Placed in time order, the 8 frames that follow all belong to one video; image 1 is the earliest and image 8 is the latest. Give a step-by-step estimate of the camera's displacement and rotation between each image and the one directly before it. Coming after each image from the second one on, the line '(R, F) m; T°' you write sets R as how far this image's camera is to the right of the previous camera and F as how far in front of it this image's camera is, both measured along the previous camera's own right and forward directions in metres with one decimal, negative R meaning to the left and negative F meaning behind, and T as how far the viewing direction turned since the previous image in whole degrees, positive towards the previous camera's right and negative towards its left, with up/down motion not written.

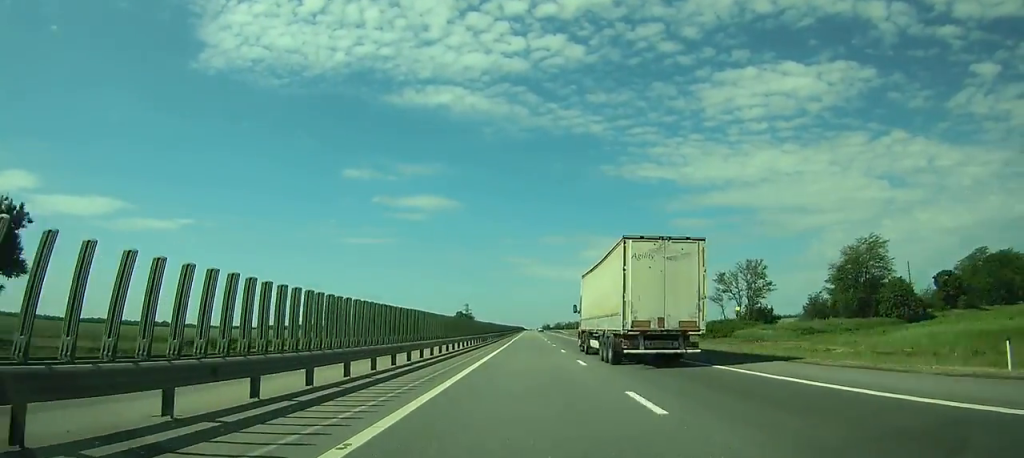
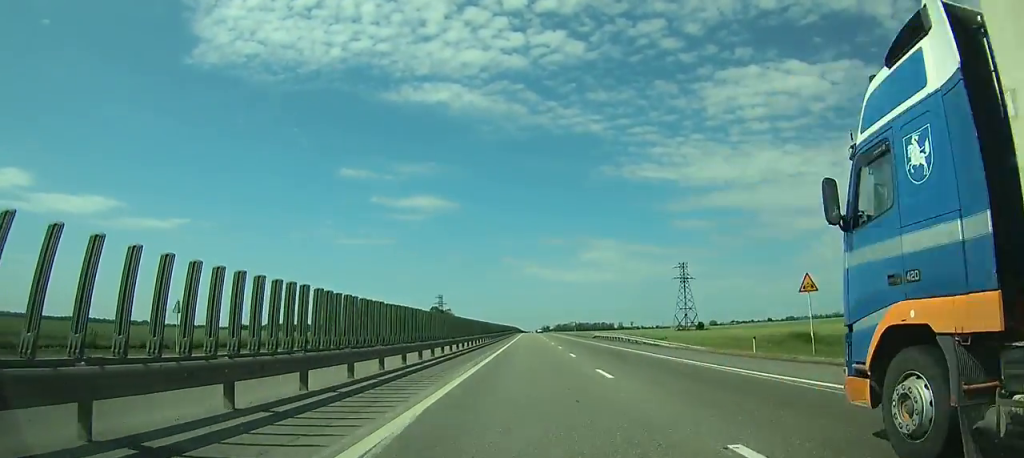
(+0.4, +113.1) m; +1°
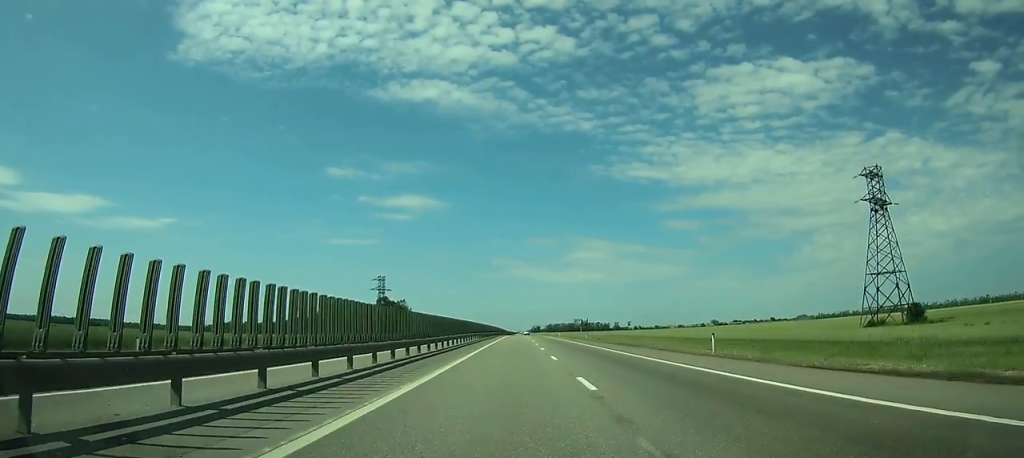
(+0.6, +101.2) m; +1°
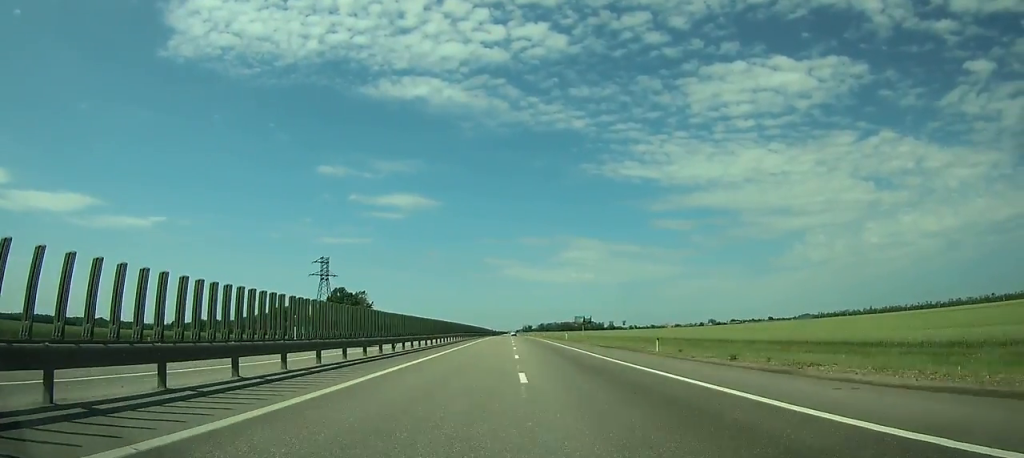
(+0.4, +47.1) m; 0°
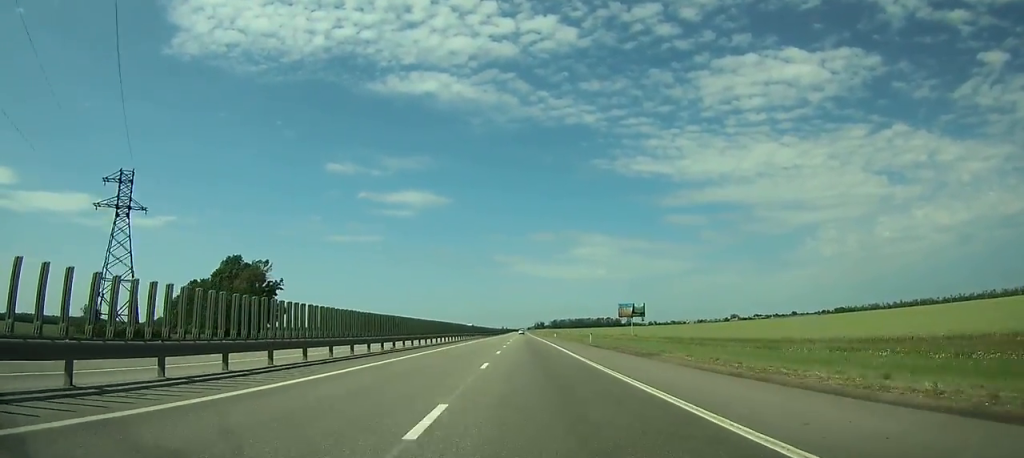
(-0.2, +78.7) m; 0°
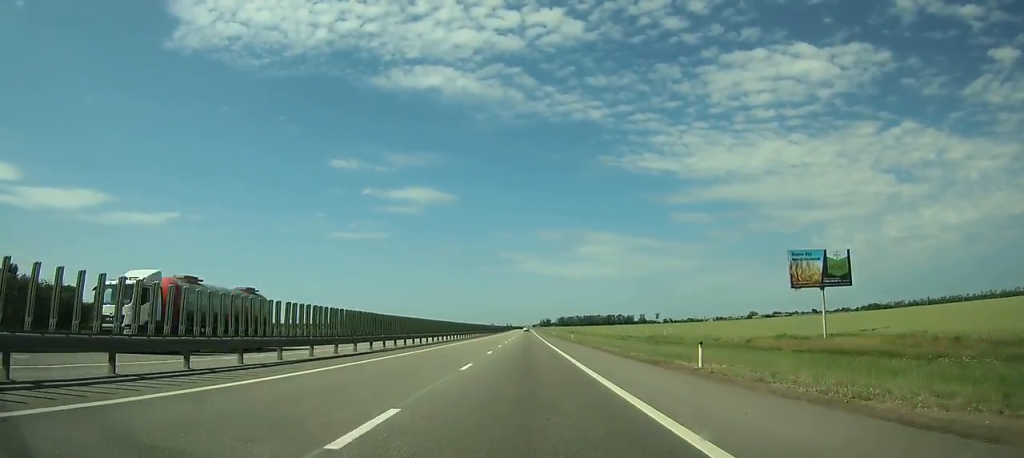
(-0.4, +84.2) m; 0°
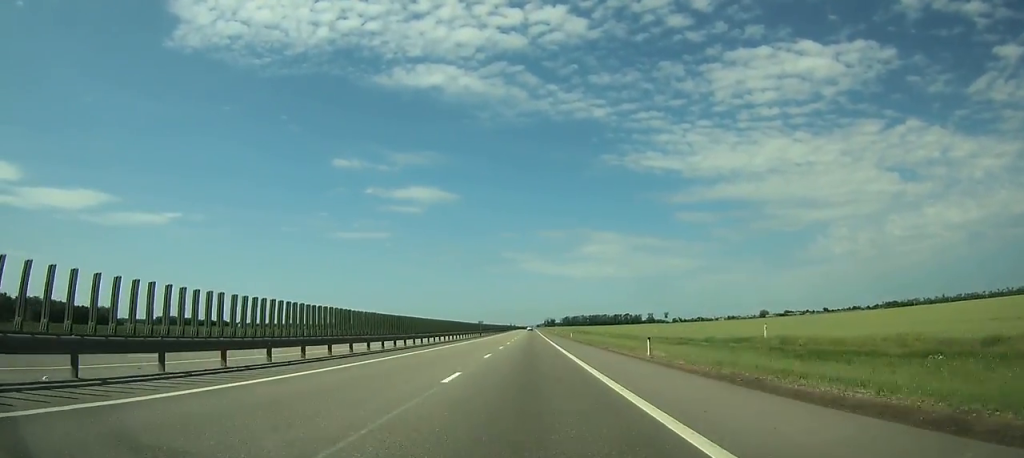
(-0.1, +39.8) m; 0°
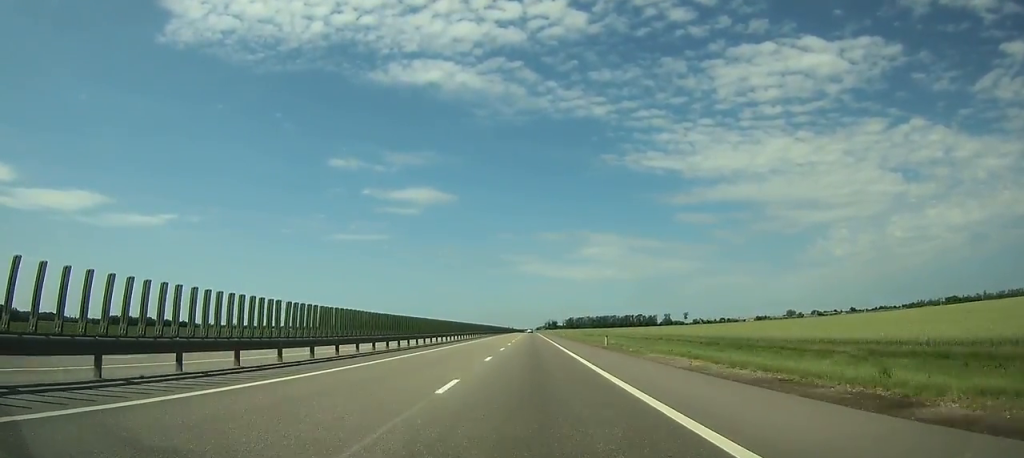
(-0.5, +134.7) m; 0°
